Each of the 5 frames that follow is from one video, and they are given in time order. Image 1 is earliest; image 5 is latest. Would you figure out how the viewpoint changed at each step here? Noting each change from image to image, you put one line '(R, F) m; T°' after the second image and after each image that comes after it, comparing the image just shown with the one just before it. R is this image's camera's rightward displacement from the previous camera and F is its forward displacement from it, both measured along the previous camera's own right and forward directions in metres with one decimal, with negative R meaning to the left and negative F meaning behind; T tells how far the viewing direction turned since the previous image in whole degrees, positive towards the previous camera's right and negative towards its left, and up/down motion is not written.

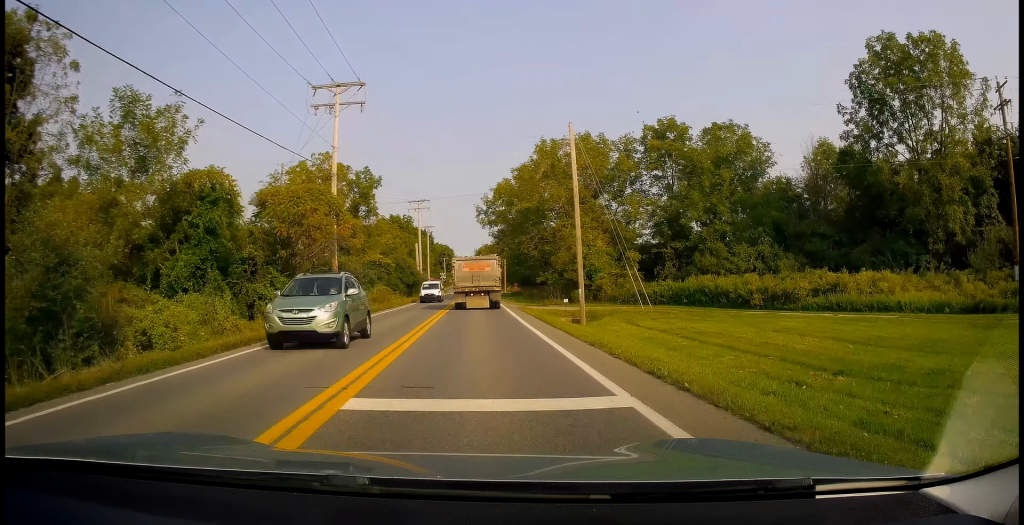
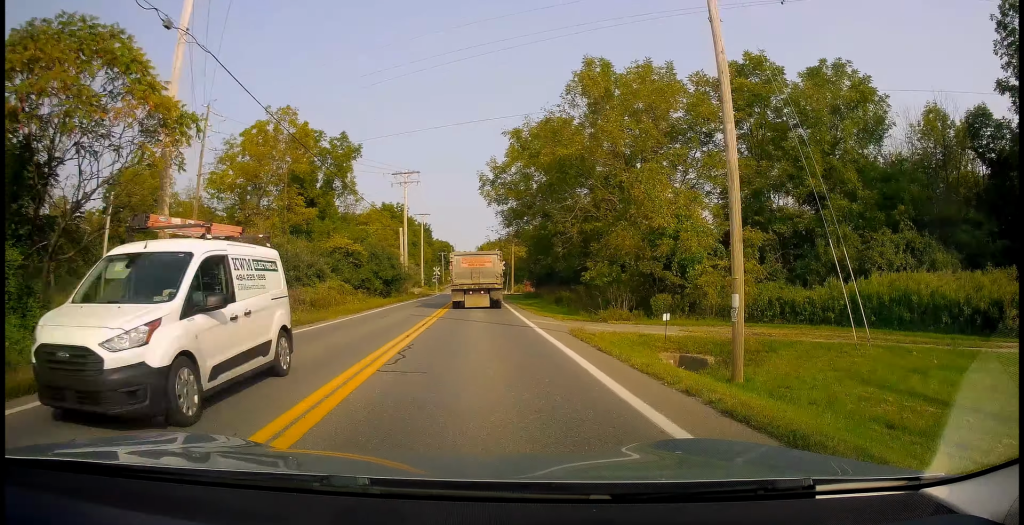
(+0.3, +17.8) m; 0°
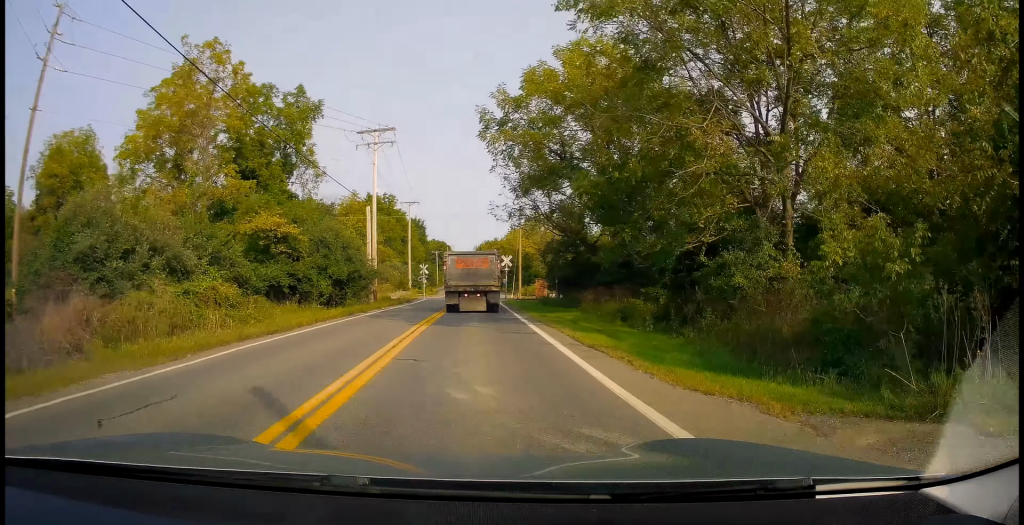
(+0.1, +17.9) m; +2°
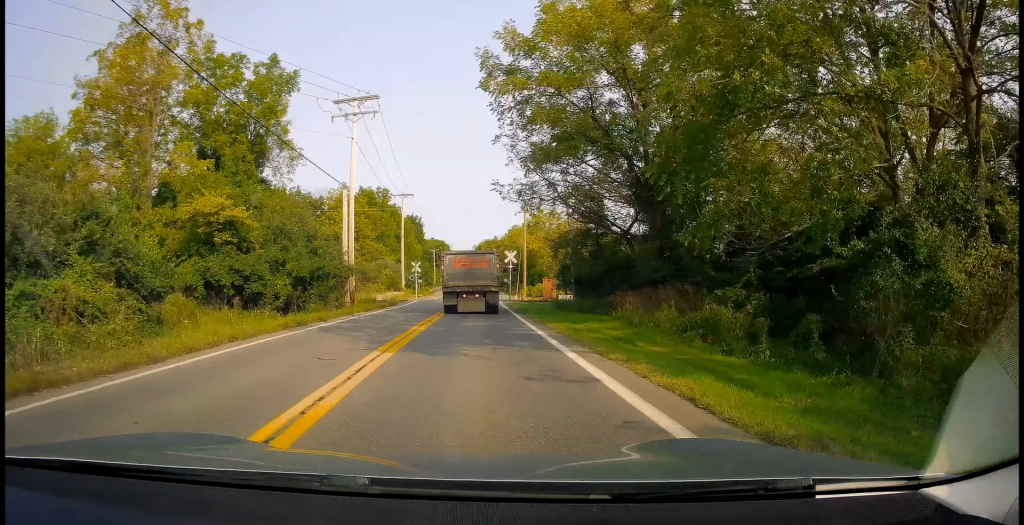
(+0.1, +7.8) m; 0°
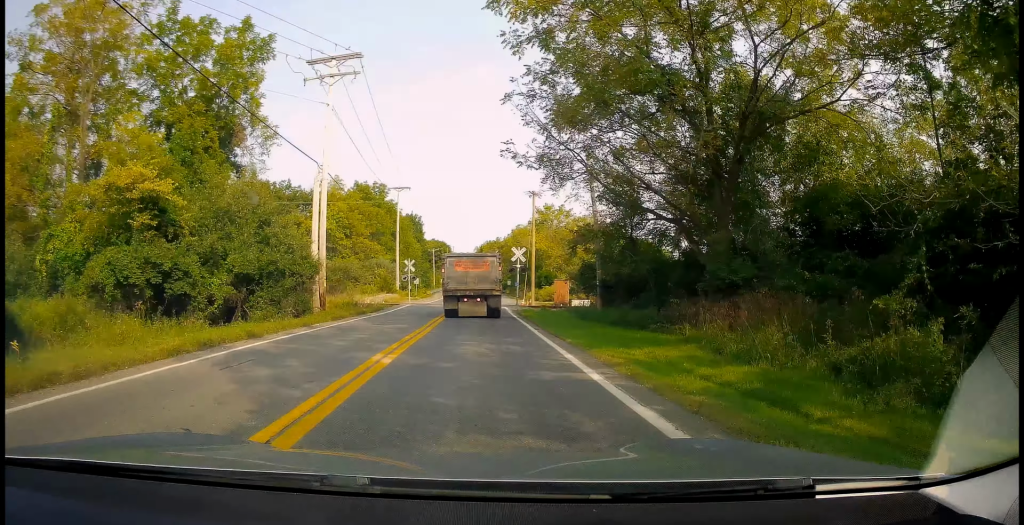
(+0.2, +7.4) m; -2°
